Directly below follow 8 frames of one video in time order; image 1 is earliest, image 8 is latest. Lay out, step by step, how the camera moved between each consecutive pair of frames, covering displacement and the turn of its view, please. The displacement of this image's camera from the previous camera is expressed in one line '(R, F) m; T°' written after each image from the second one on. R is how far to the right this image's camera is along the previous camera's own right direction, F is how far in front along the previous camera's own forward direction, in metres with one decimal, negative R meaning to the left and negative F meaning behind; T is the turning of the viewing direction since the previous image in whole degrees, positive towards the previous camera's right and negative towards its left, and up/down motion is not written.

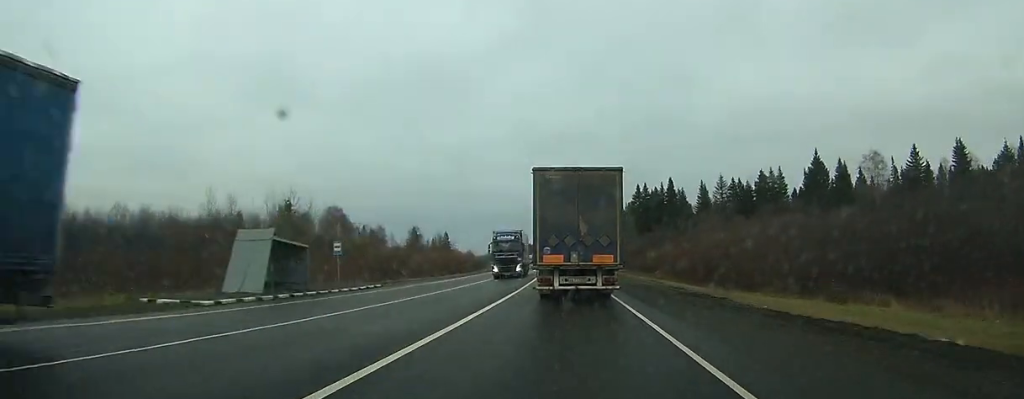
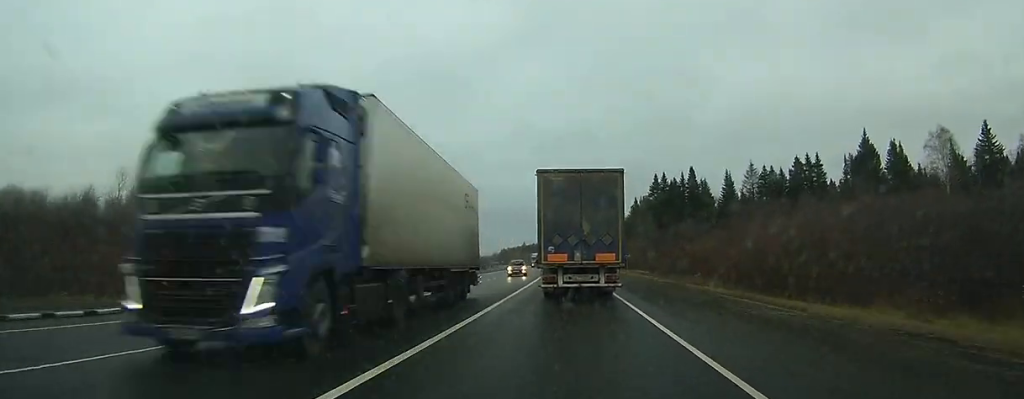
(-0.2, +21.7) m; -1°
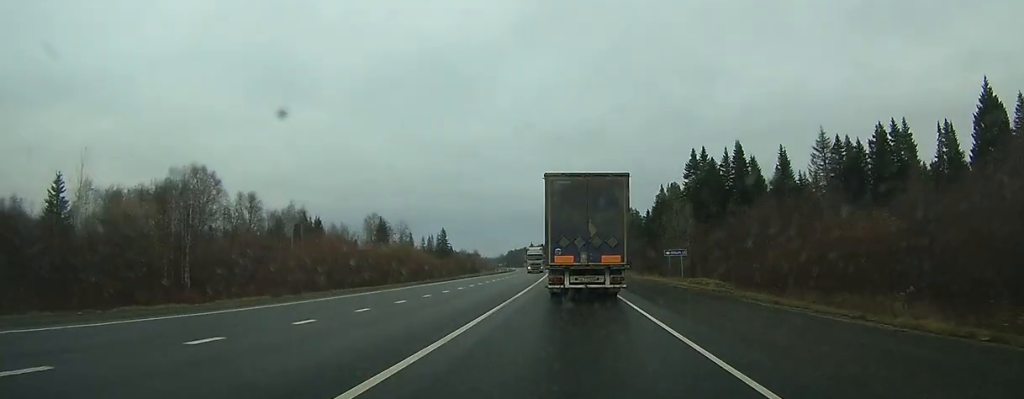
(-0.4, +37.8) m; -1°
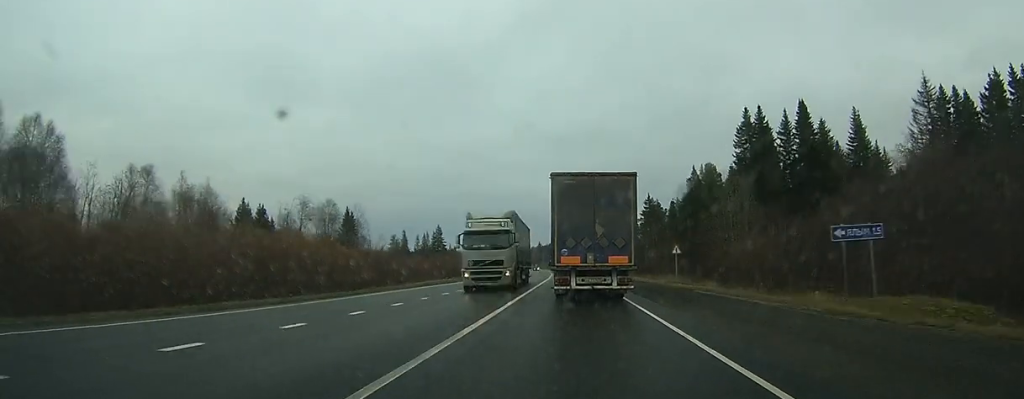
(0.0, +32.4) m; -1°
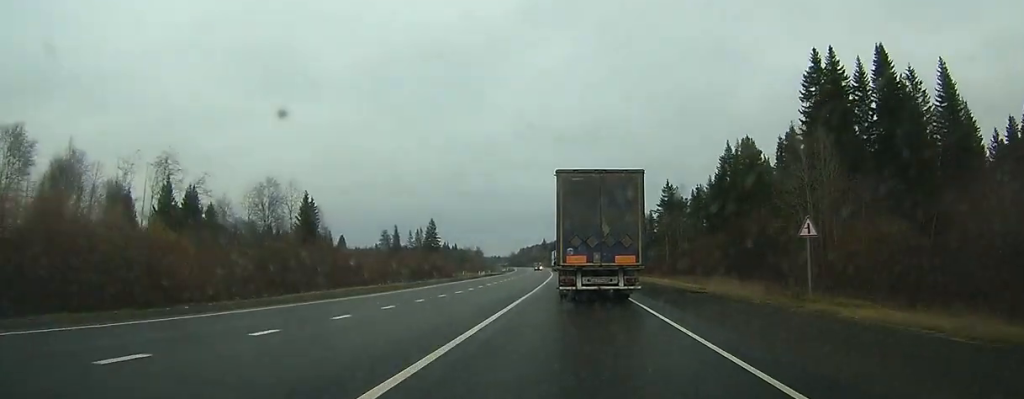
(-0.3, +25.3) m; -1°
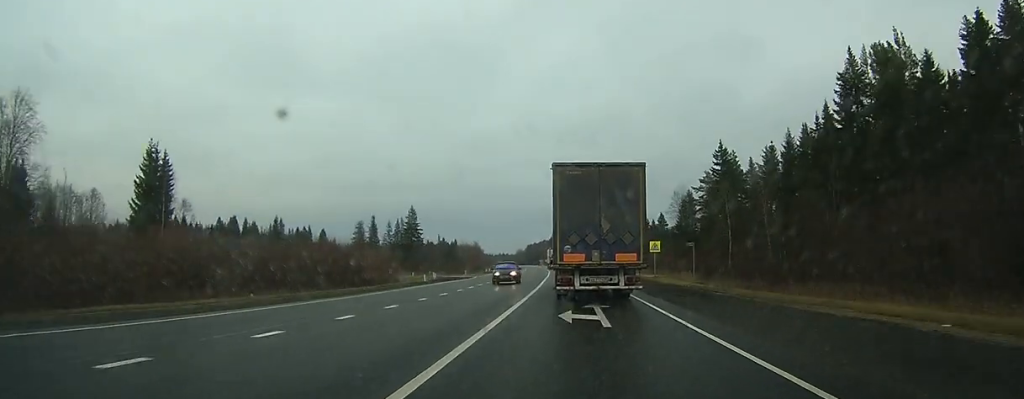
(-0.5, +47.9) m; -1°
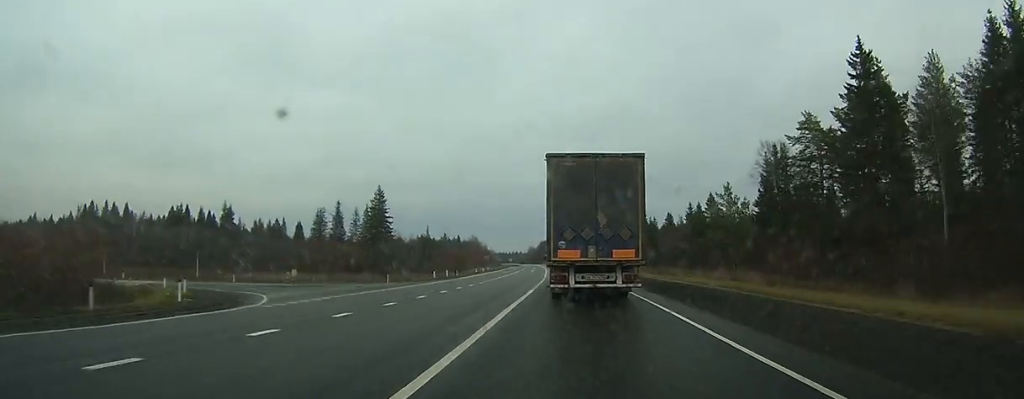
(-0.7, +52.4) m; -2°
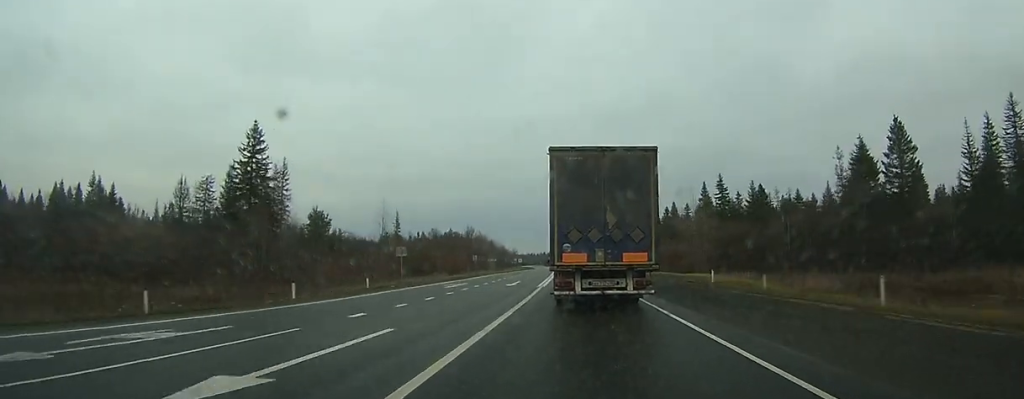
(-1.4, +78.0) m; -2°
